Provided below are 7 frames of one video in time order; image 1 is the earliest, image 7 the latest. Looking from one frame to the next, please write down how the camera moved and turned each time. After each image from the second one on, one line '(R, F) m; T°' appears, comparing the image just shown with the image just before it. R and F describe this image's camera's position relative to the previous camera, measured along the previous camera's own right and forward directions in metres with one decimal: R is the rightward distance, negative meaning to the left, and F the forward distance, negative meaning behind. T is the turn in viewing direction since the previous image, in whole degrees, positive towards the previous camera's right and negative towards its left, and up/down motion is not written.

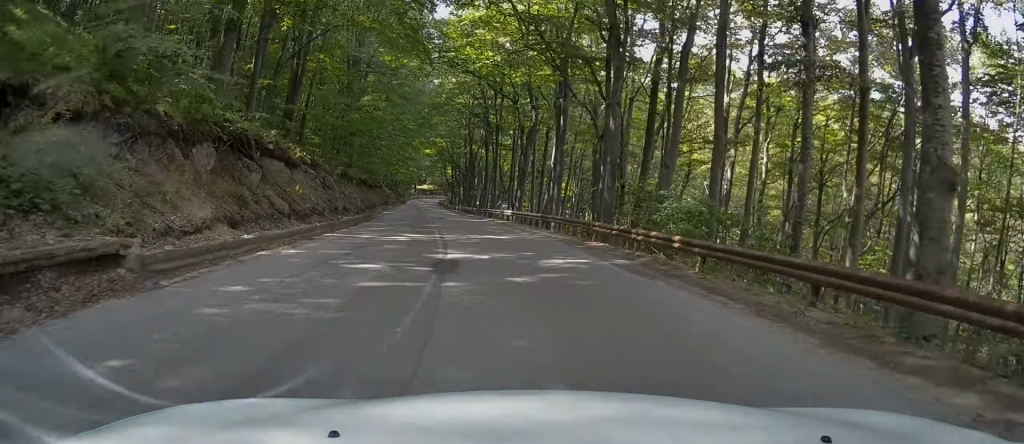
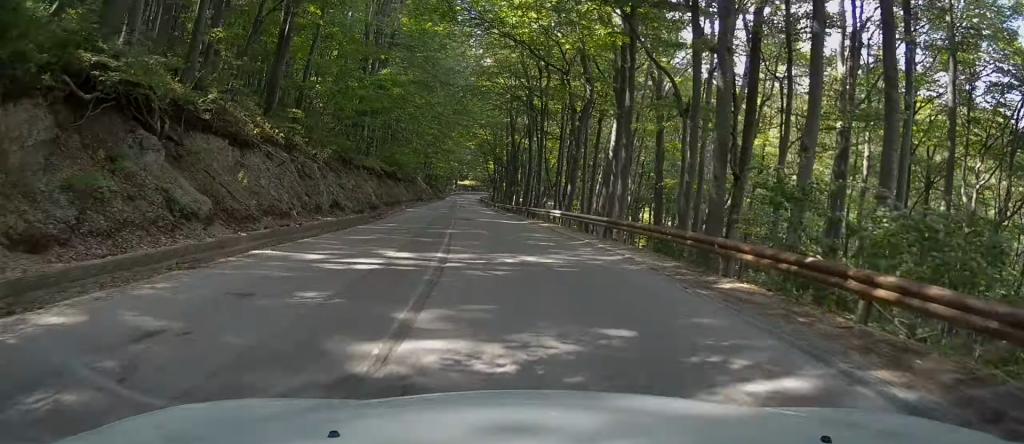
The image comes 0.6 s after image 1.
(-0.3, +8.6) m; -3°
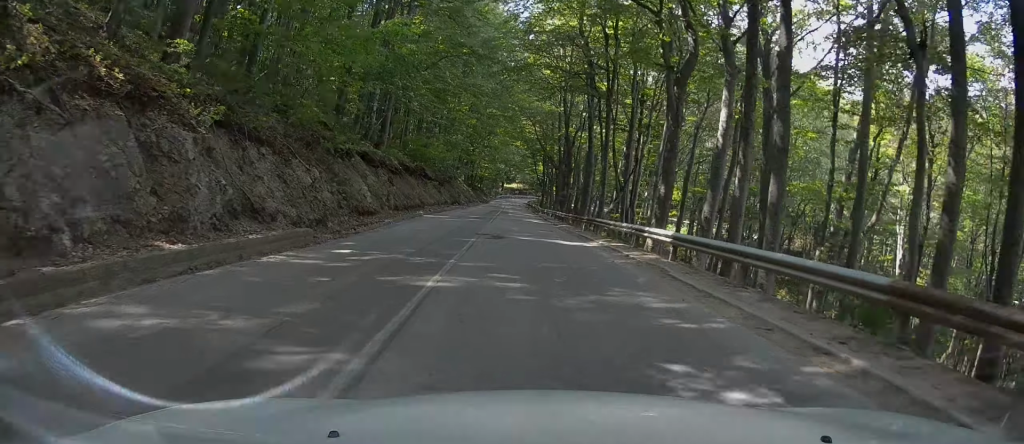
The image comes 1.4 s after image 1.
(-0.6, +11.9) m; -5°
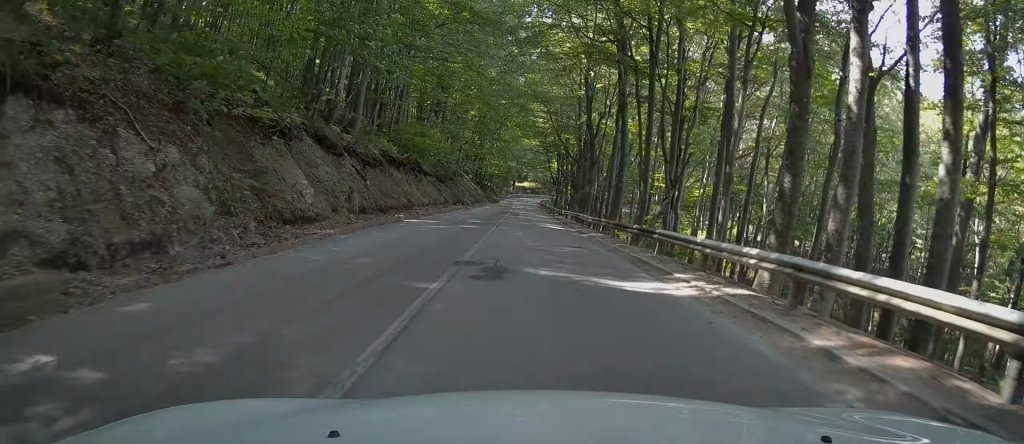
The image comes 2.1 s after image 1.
(-0.2, +9.1) m; -2°
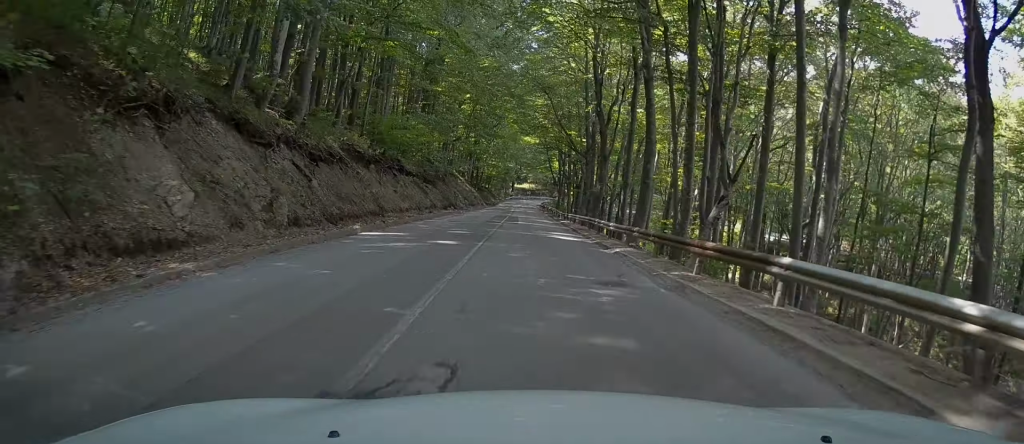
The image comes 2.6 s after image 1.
(-0.1, +7.3) m; -1°
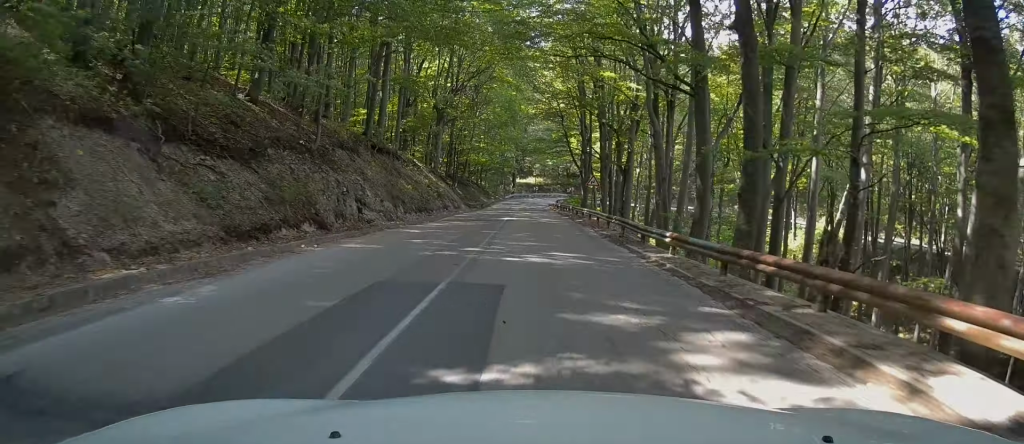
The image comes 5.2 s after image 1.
(-0.4, +39.0) m; -2°
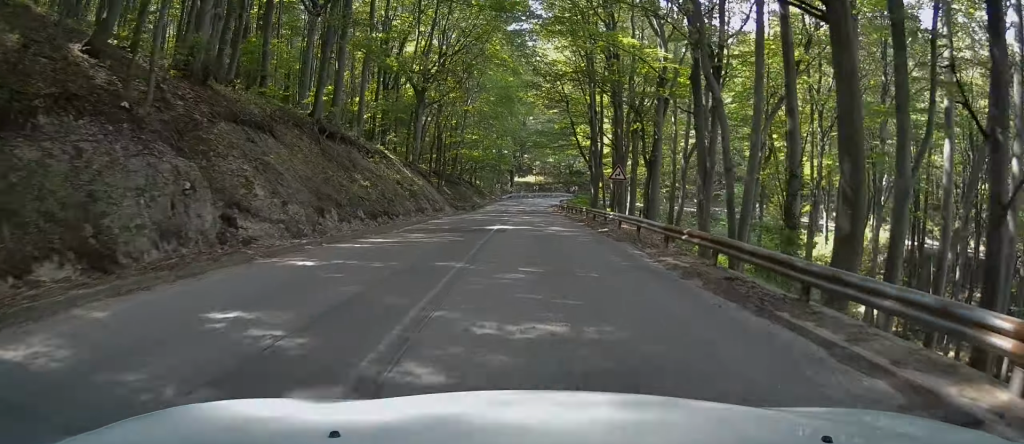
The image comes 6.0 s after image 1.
(0.0, +10.7) m; 0°
